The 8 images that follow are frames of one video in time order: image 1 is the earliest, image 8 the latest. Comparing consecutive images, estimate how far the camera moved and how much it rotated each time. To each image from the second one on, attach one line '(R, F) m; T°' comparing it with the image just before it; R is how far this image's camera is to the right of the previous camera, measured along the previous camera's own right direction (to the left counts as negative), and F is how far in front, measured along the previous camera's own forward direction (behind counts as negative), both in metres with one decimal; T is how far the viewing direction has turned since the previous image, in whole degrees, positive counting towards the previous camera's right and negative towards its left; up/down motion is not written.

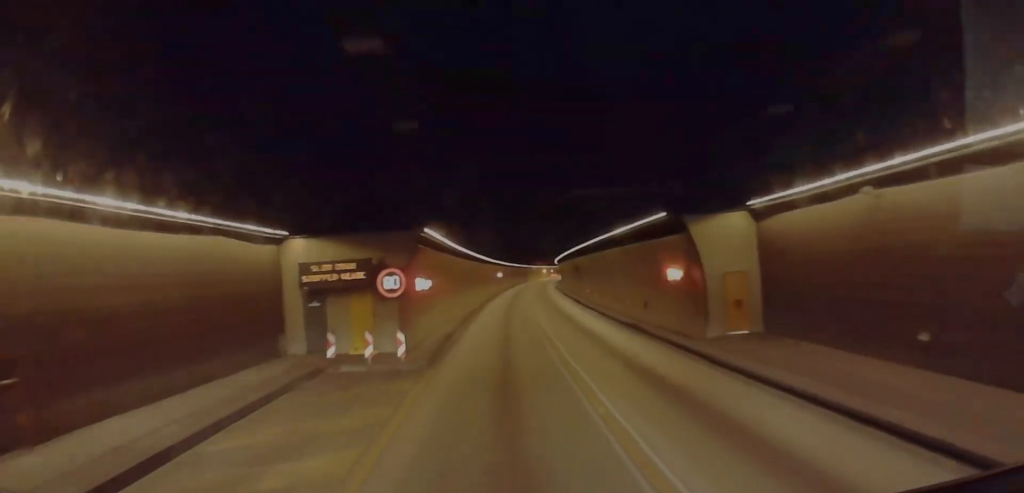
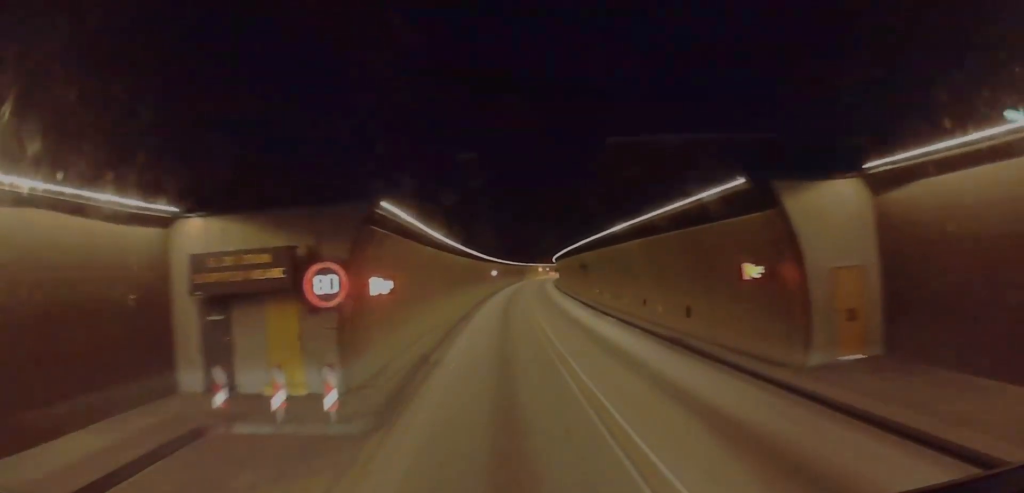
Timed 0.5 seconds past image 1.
(+0.1, +8.5) m; +1°
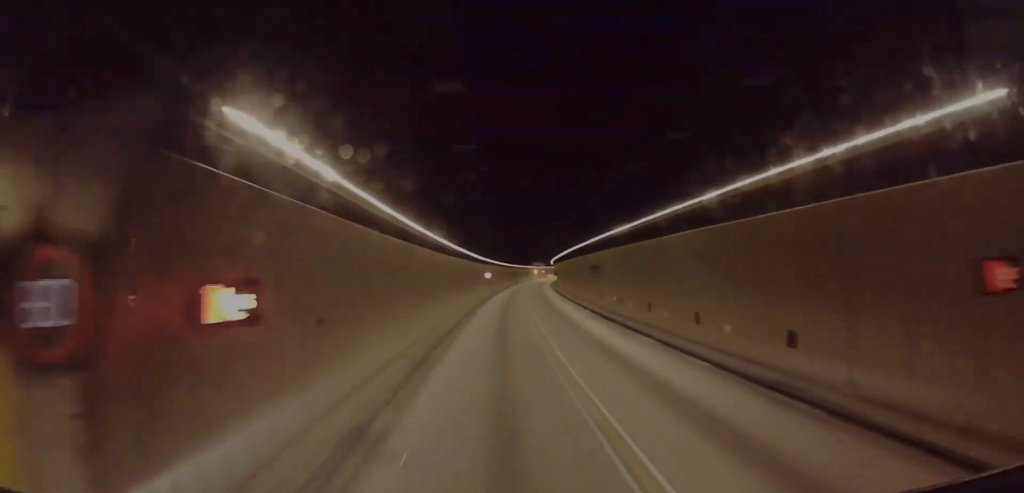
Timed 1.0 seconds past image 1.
(0.0, +9.2) m; 0°
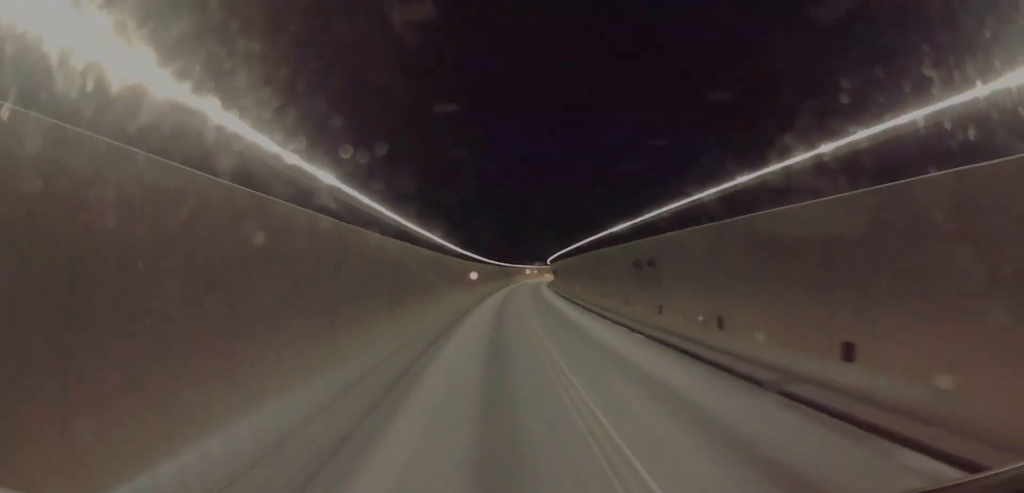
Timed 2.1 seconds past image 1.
(+0.1, +18.8) m; +1°
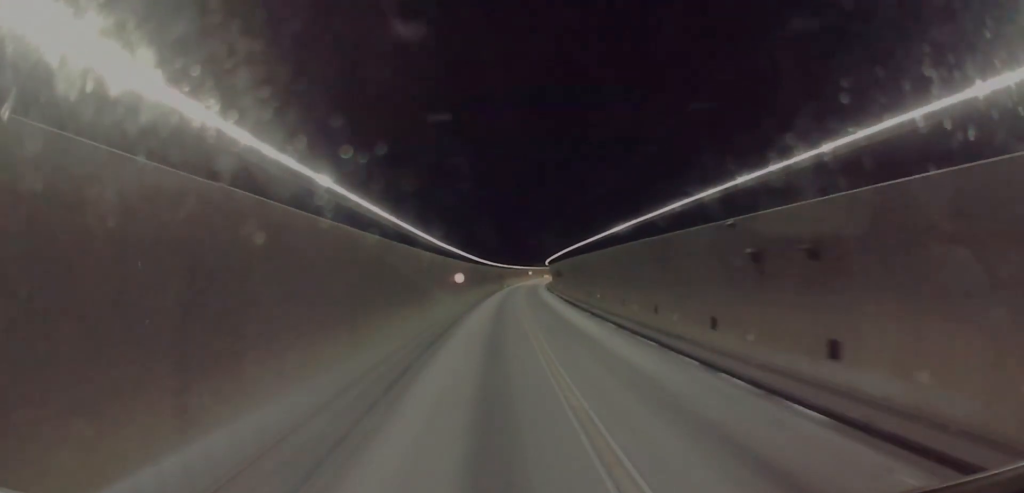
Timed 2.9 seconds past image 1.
(+0.2, +15.4) m; +1°
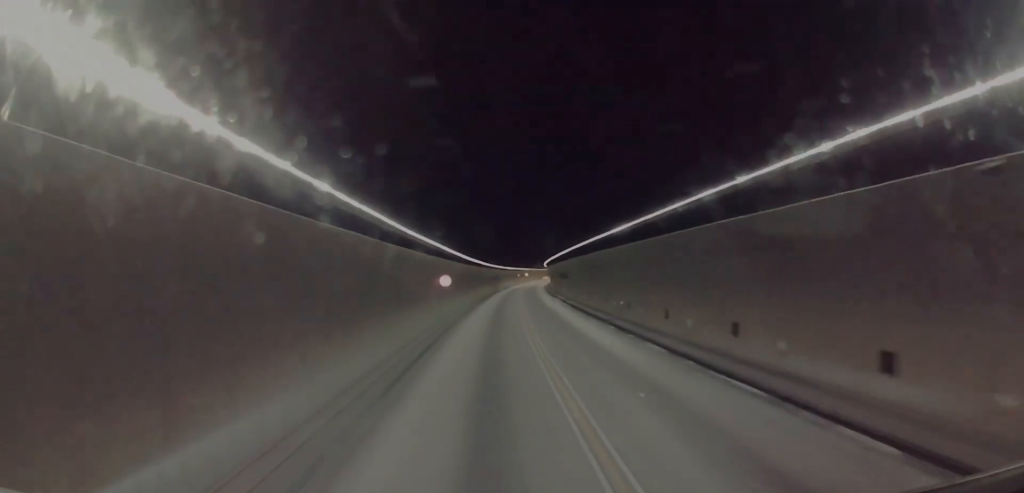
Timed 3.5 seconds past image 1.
(+0.1, +9.8) m; 0°
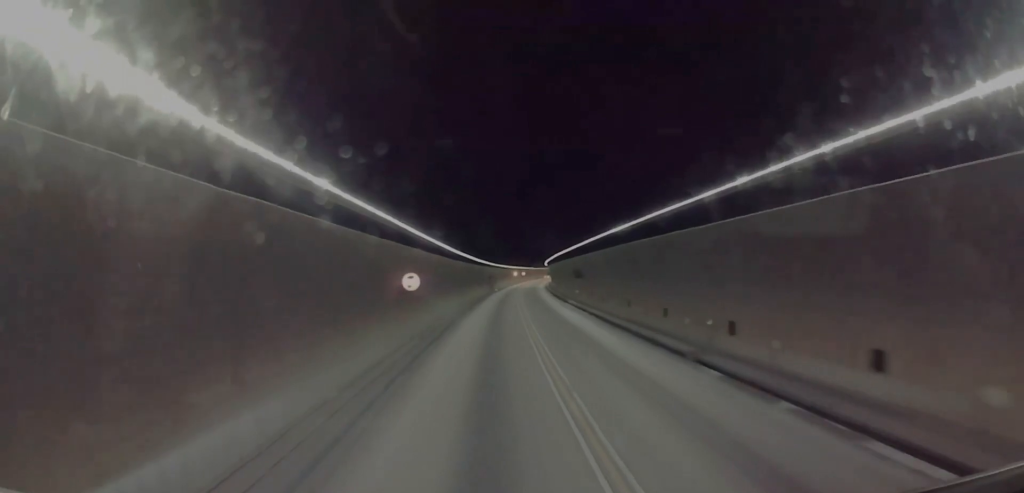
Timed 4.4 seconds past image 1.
(-0.3, +15.0) m; 0°
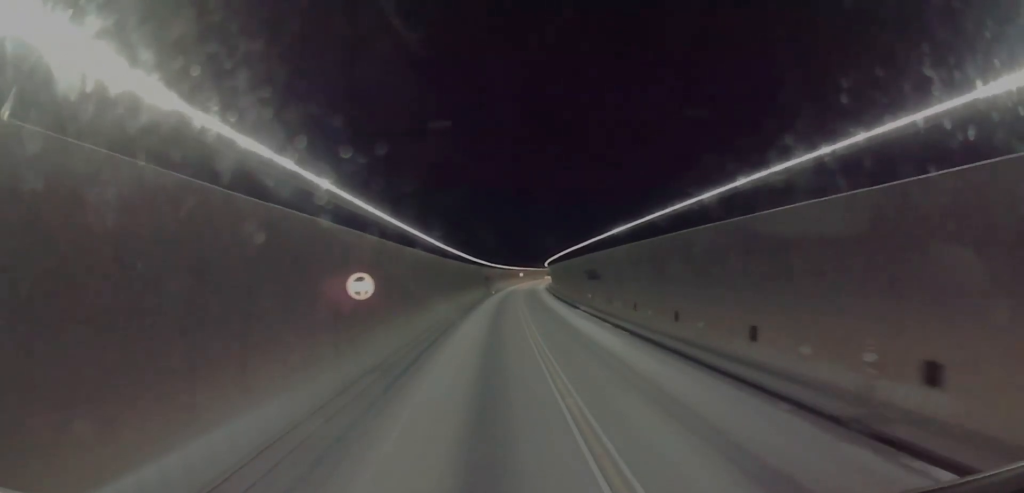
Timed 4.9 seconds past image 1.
(+0.1, +9.5) m; 0°
